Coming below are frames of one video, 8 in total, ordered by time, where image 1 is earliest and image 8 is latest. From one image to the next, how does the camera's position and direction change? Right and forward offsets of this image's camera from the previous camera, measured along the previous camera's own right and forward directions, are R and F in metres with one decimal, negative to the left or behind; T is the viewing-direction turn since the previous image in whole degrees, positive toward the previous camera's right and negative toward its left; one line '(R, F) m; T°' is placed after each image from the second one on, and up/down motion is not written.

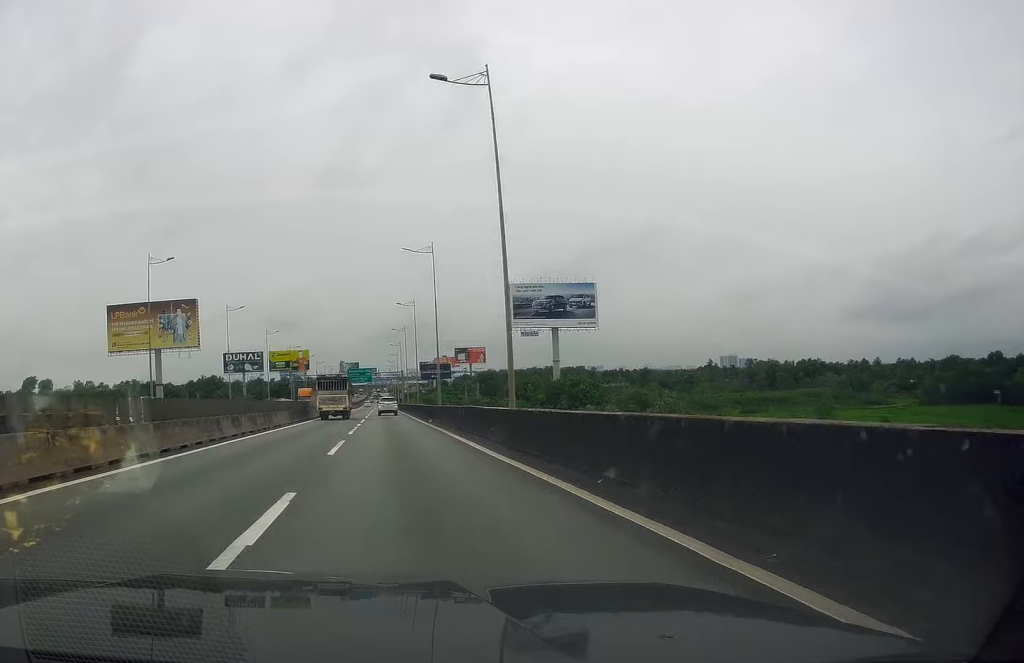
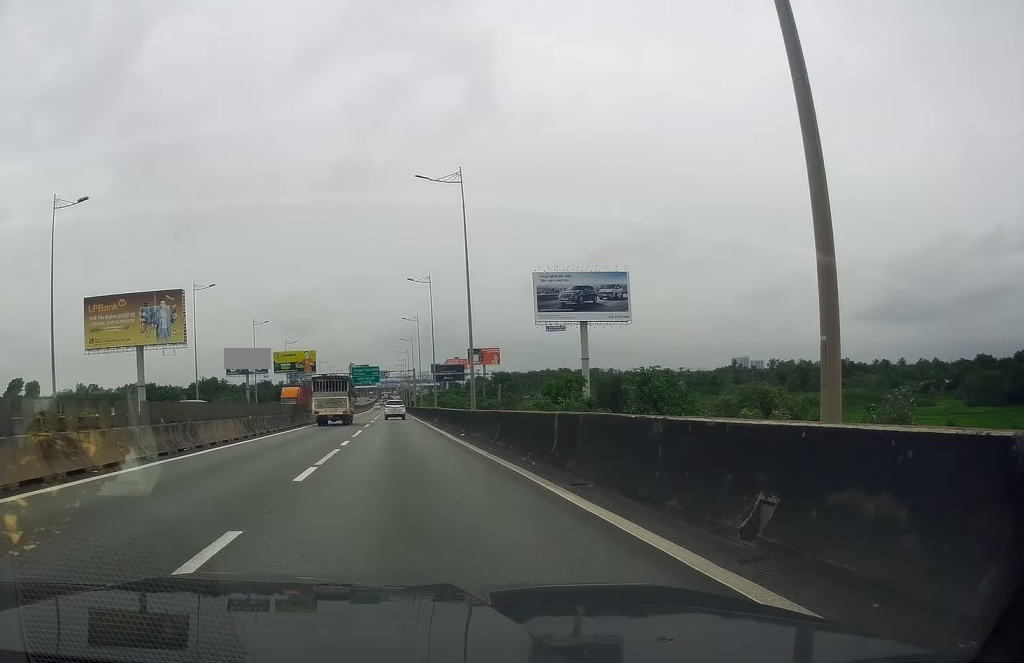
(0.0, +18.4) m; 0°
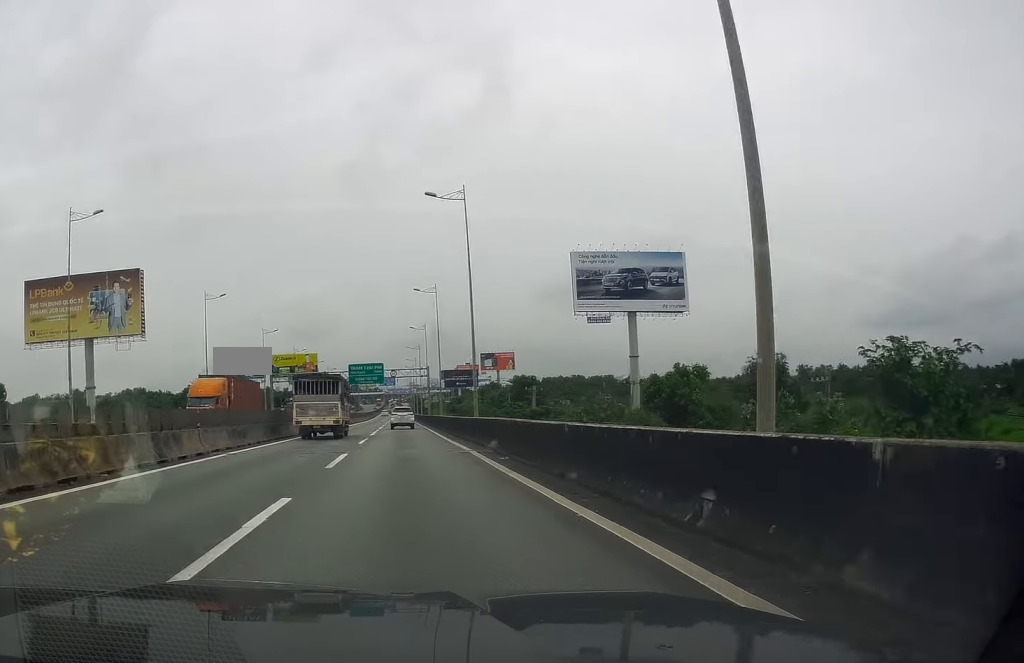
(0.0, +28.1) m; -1°
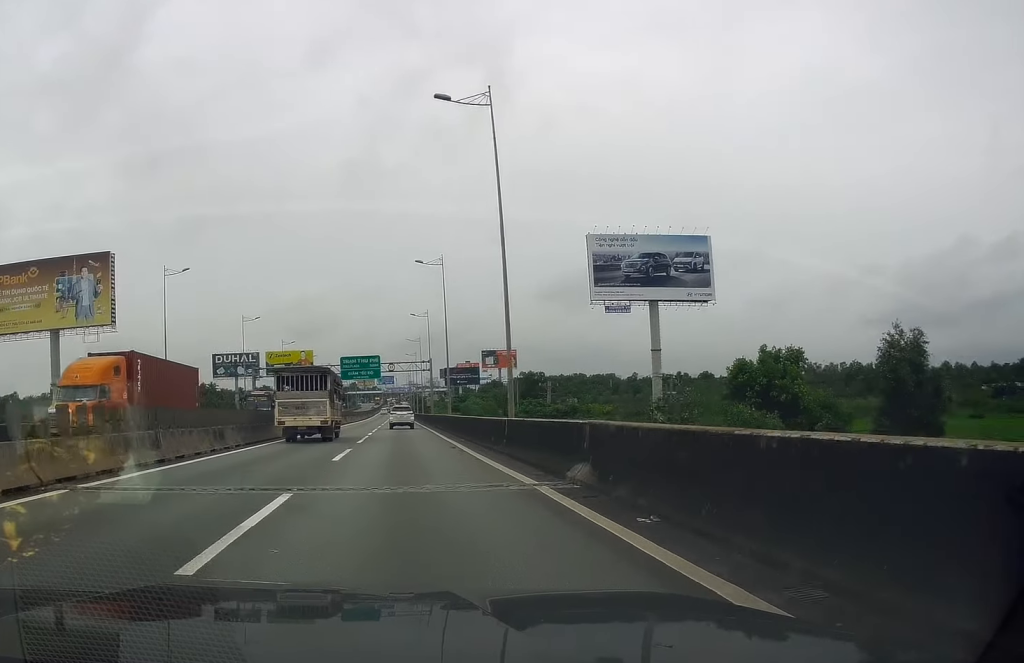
(0.0, +12.0) m; -1°
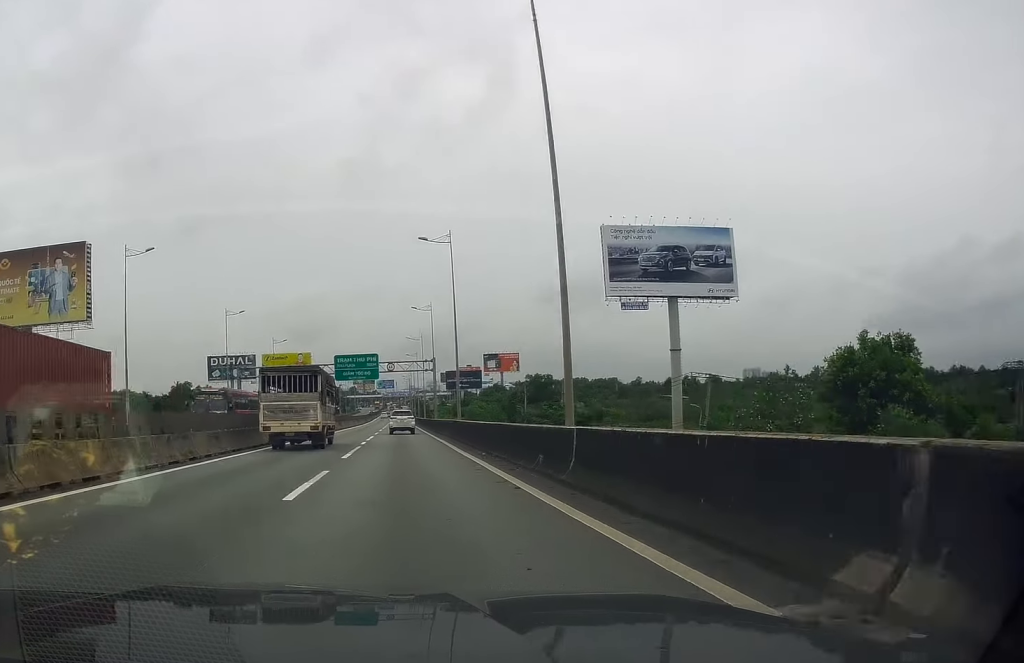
(-0.3, +9.8) m; 0°
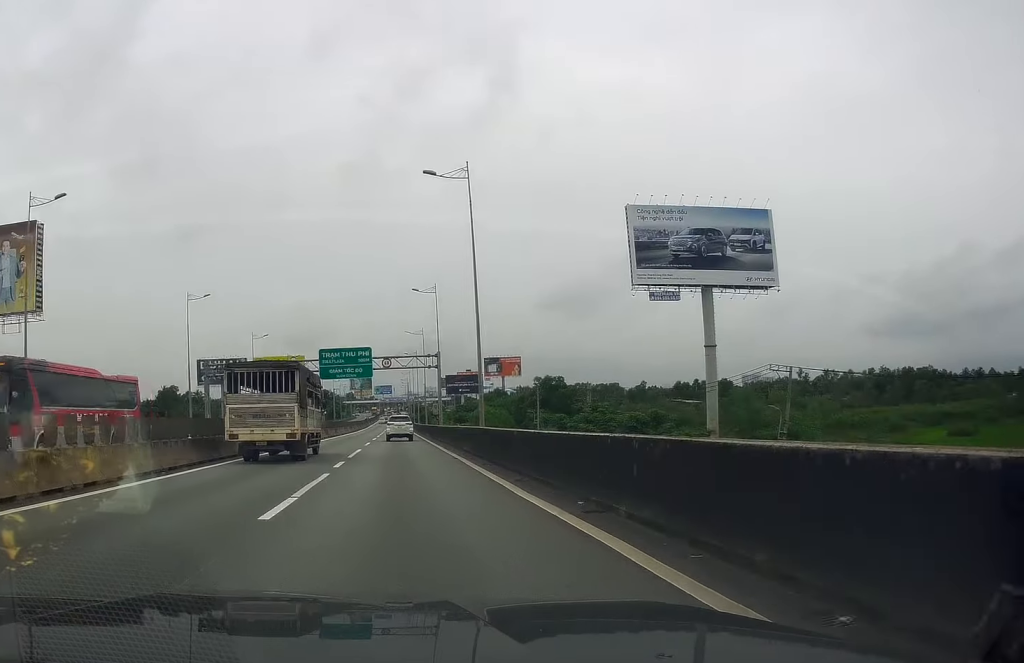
(+0.1, +14.1) m; 0°
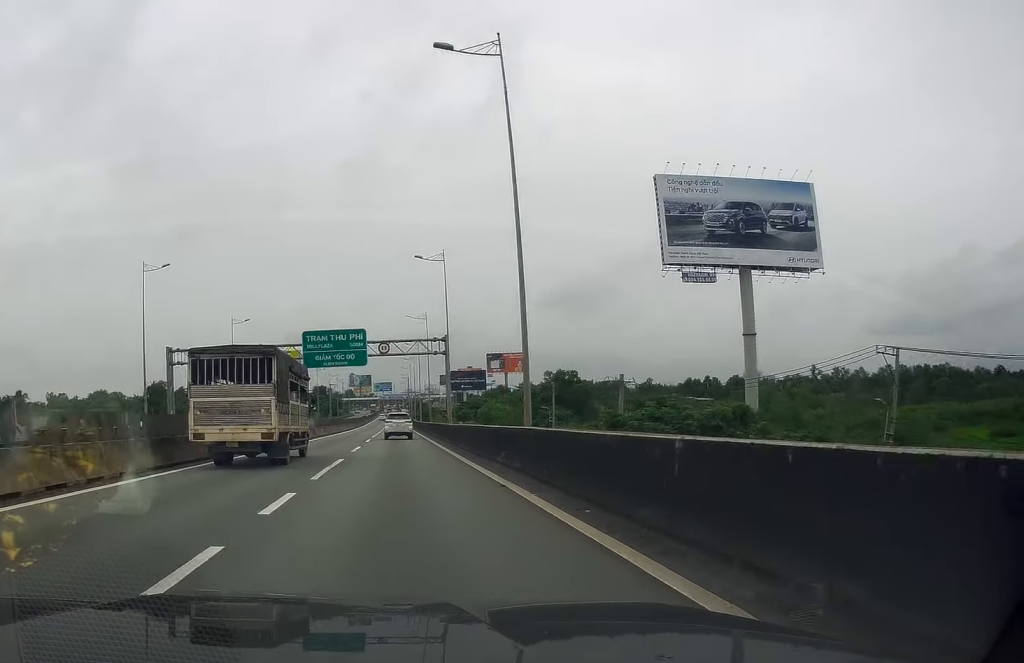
(+0.1, +13.1) m; 0°
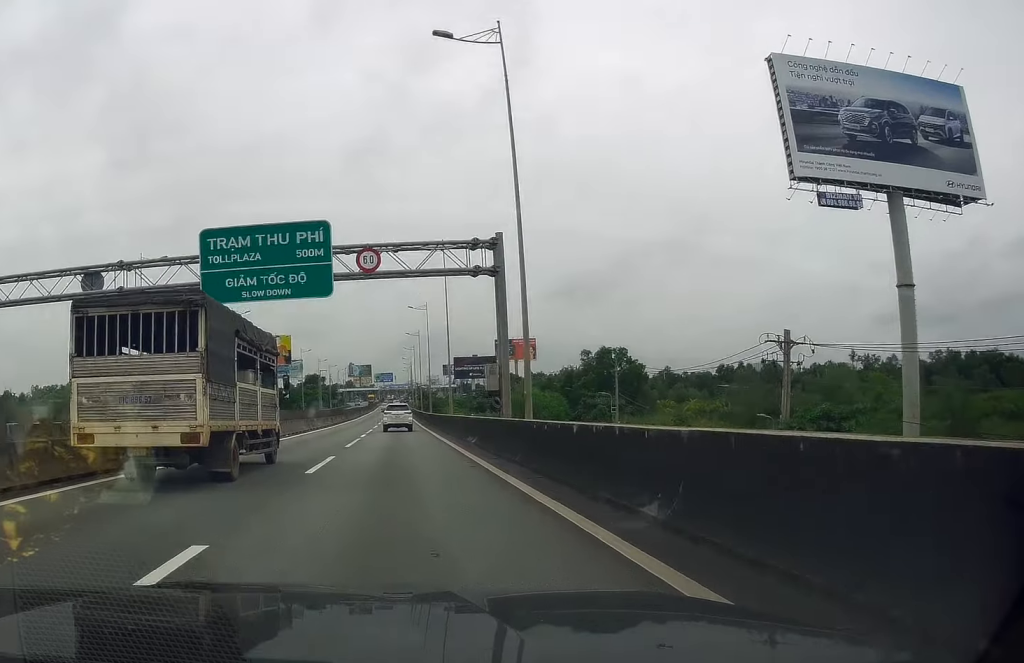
(+0.3, +33.4) m; +1°
